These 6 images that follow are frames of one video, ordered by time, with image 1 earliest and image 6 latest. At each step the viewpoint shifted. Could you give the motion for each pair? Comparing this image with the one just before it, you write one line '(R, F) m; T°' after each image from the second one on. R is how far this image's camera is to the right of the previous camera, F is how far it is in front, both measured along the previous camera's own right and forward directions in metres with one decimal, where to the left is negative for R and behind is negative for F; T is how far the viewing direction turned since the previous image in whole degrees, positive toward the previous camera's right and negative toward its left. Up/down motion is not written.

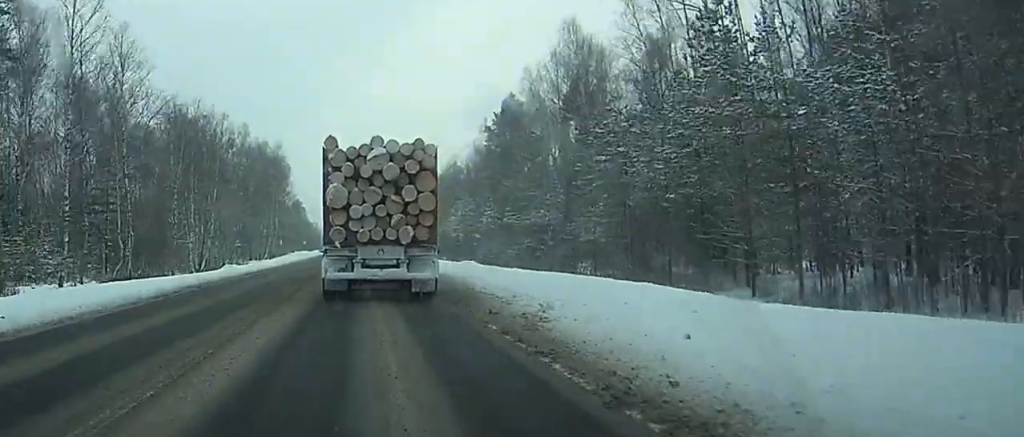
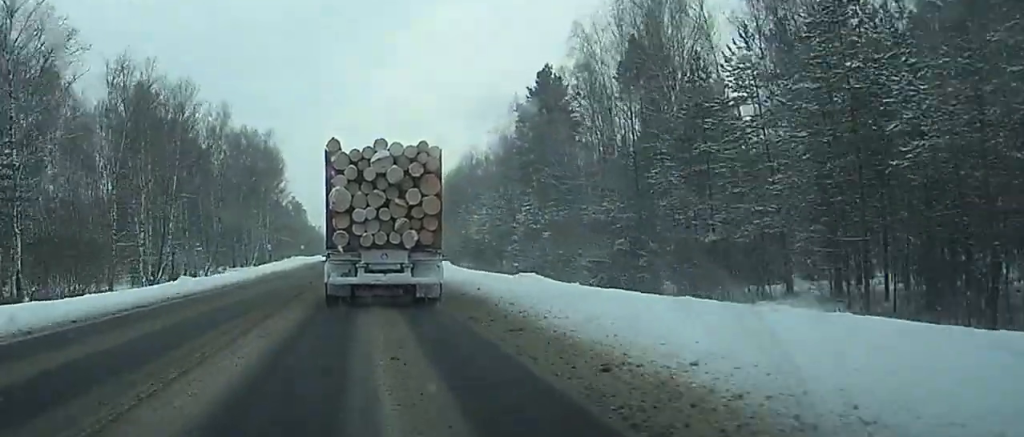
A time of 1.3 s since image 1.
(0.0, +24.2) m; 0°
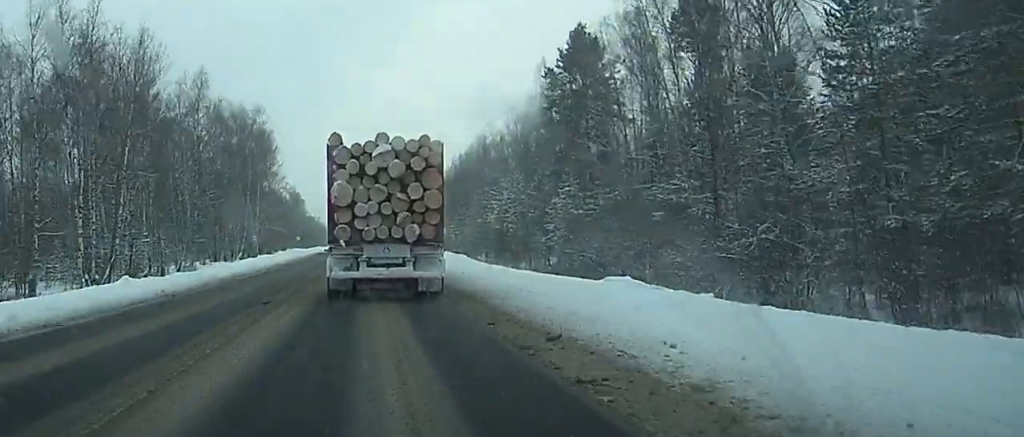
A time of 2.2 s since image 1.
(-0.1, +17.1) m; 0°
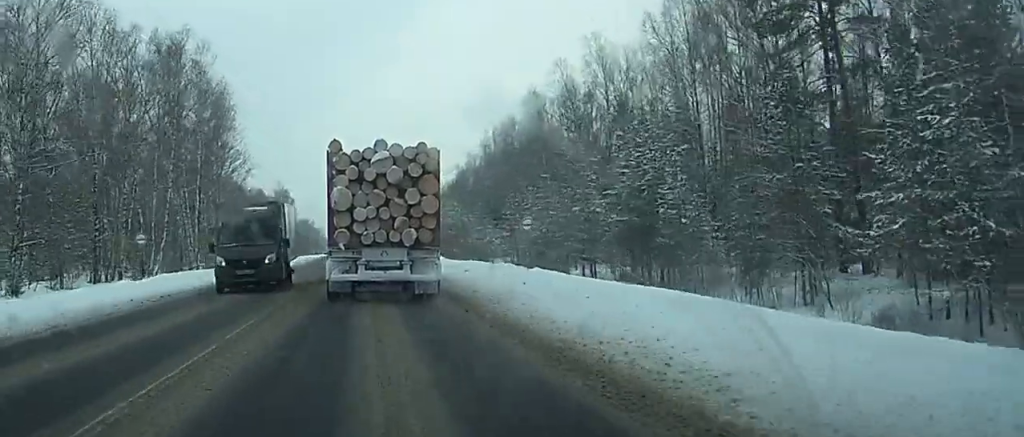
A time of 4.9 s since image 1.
(+0.2, +49.1) m; 0°
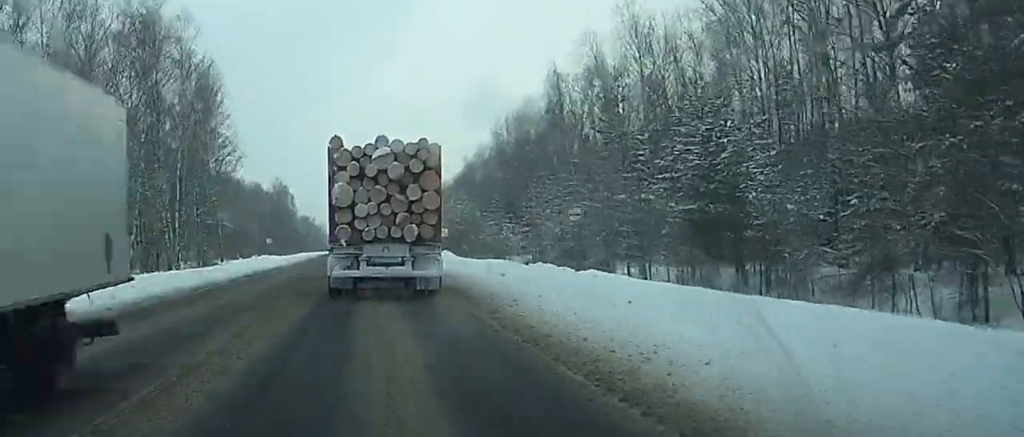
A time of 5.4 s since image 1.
(0.0, +10.0) m; 0°
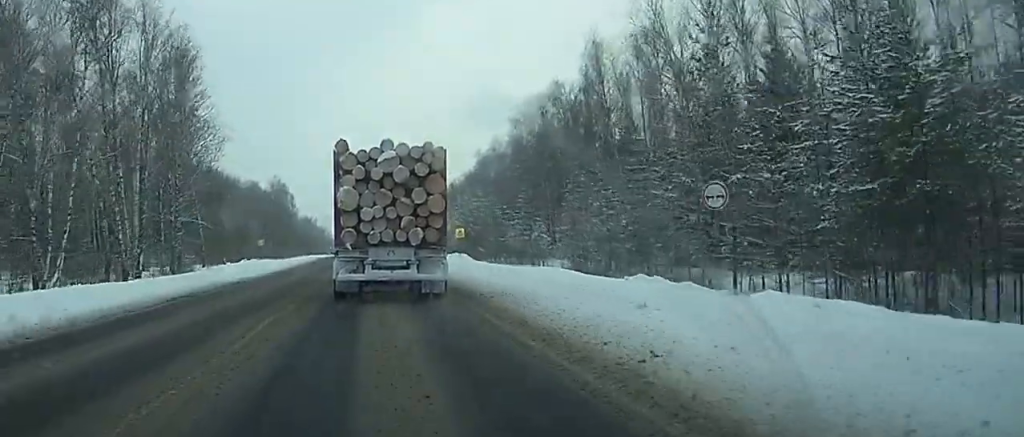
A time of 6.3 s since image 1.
(0.0, +14.7) m; 0°
